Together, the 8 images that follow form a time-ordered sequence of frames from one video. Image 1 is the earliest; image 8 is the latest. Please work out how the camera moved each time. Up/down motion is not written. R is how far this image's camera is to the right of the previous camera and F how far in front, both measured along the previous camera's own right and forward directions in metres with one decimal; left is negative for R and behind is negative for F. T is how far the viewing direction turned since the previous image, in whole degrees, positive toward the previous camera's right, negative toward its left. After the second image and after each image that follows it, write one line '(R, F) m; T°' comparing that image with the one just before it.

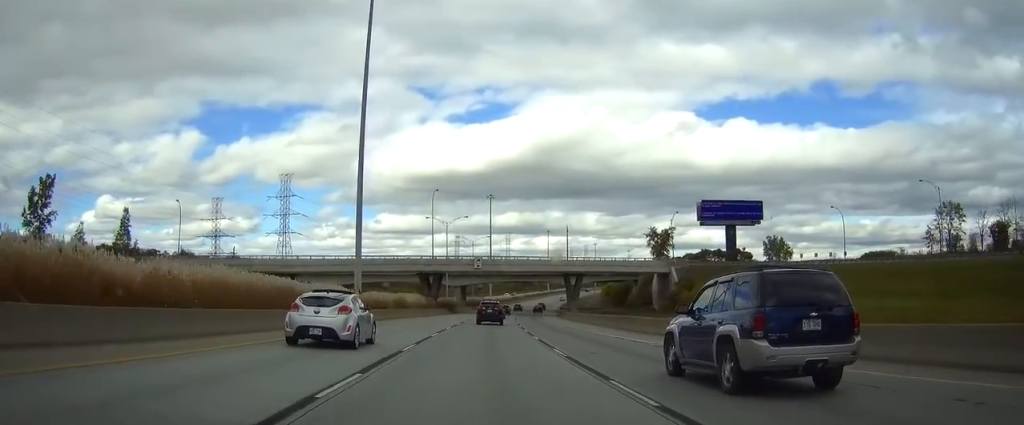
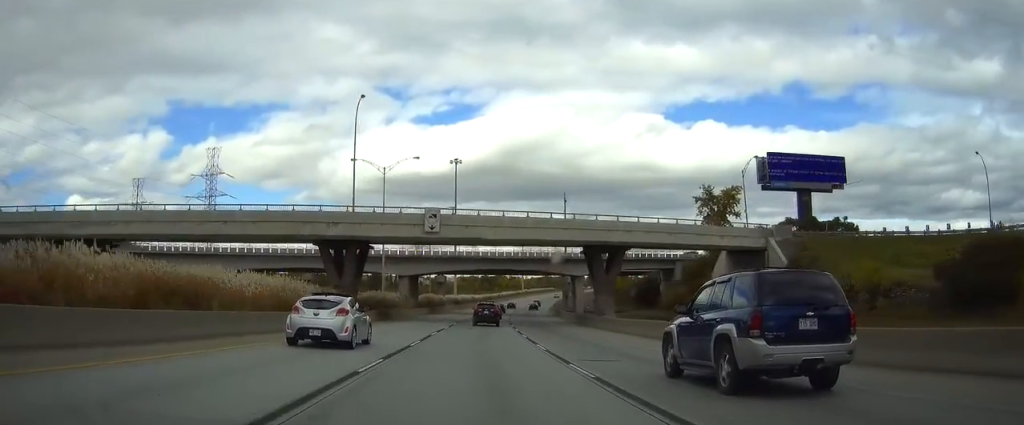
(0.0, +50.0) m; 0°
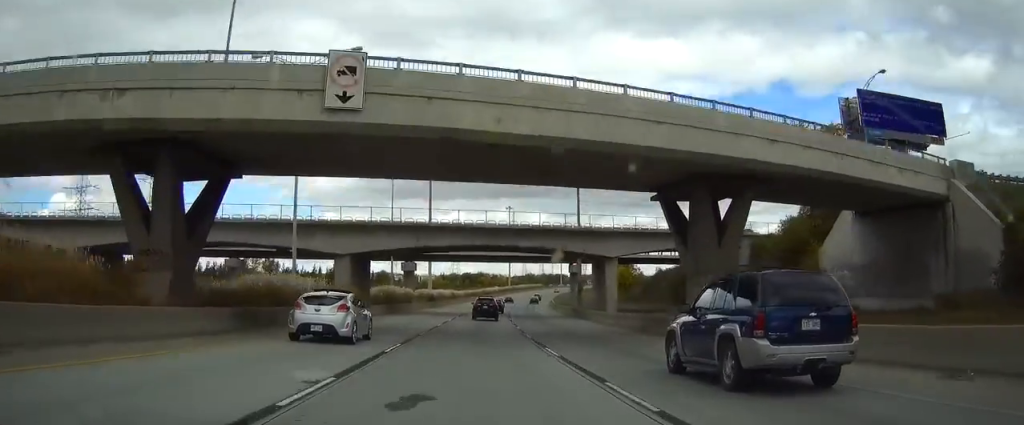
(0.0, +31.1) m; 0°
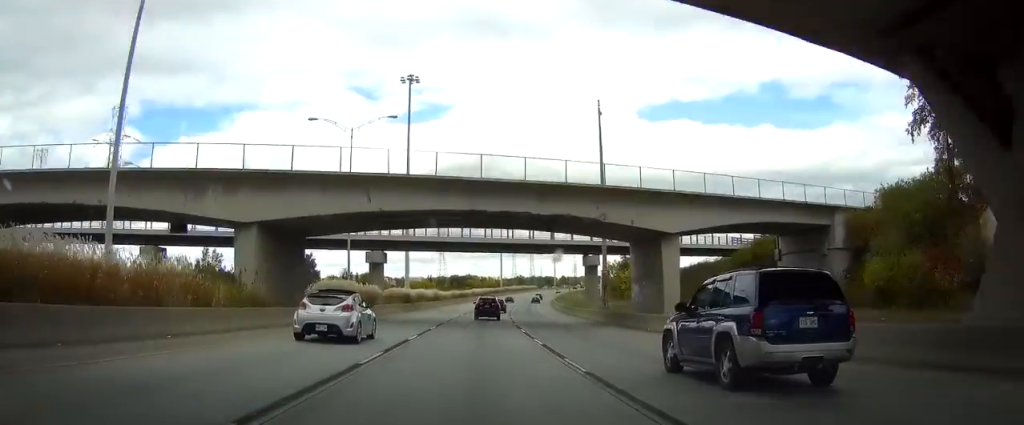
(0.0, +21.7) m; 0°
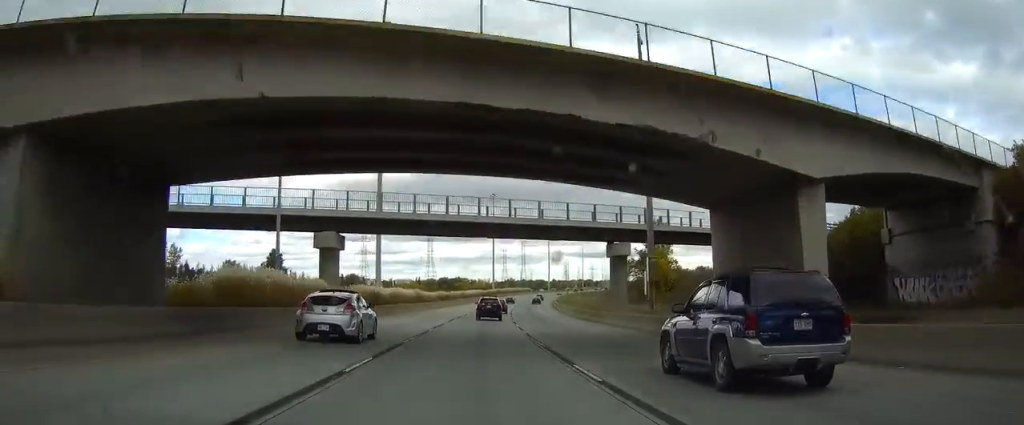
(0.0, +18.8) m; 0°
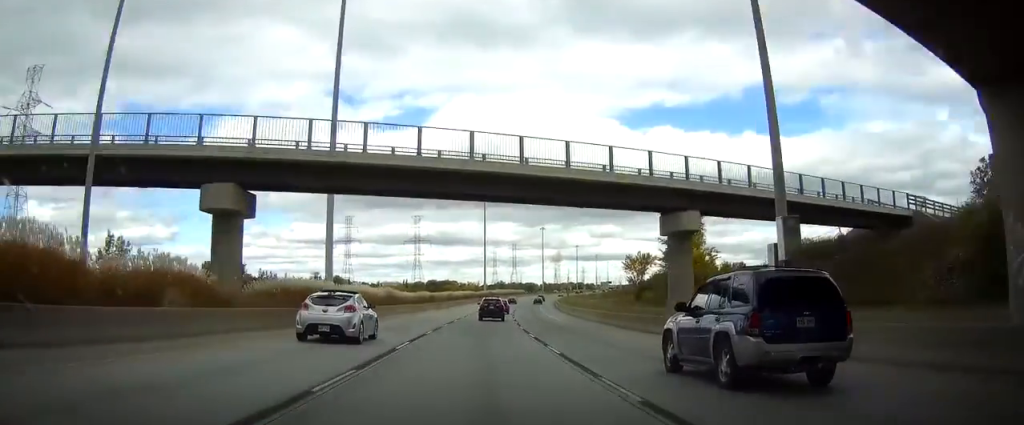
(0.0, +19.8) m; 0°
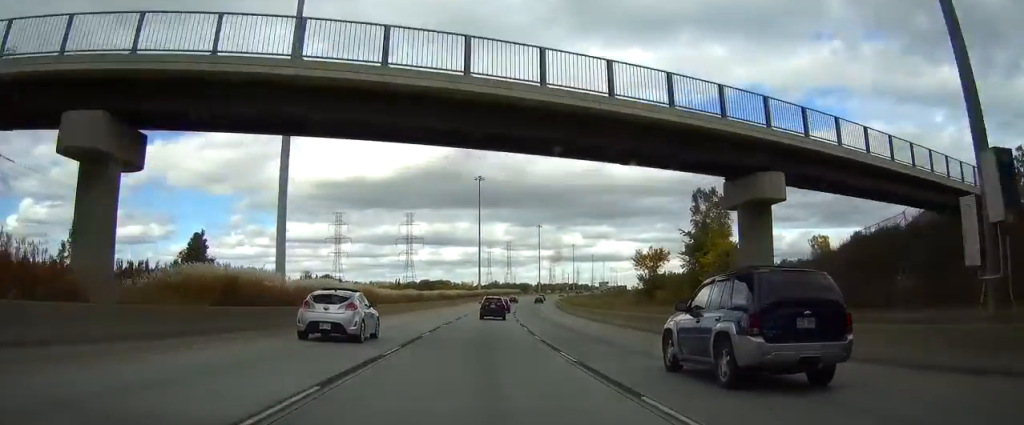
(0.0, +11.3) m; 0°
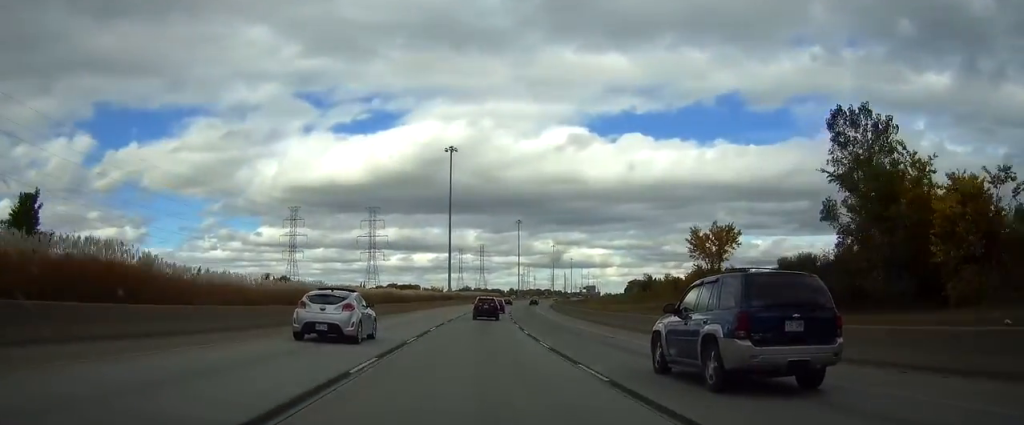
(0.0, +37.6) m; 0°
